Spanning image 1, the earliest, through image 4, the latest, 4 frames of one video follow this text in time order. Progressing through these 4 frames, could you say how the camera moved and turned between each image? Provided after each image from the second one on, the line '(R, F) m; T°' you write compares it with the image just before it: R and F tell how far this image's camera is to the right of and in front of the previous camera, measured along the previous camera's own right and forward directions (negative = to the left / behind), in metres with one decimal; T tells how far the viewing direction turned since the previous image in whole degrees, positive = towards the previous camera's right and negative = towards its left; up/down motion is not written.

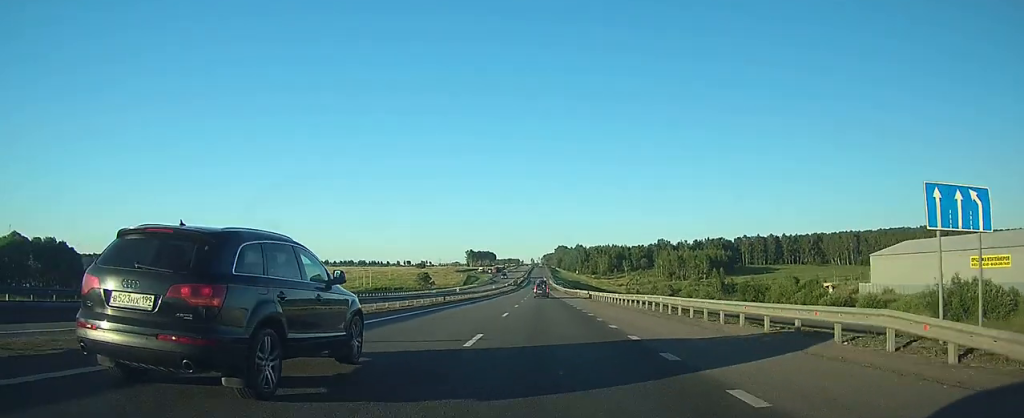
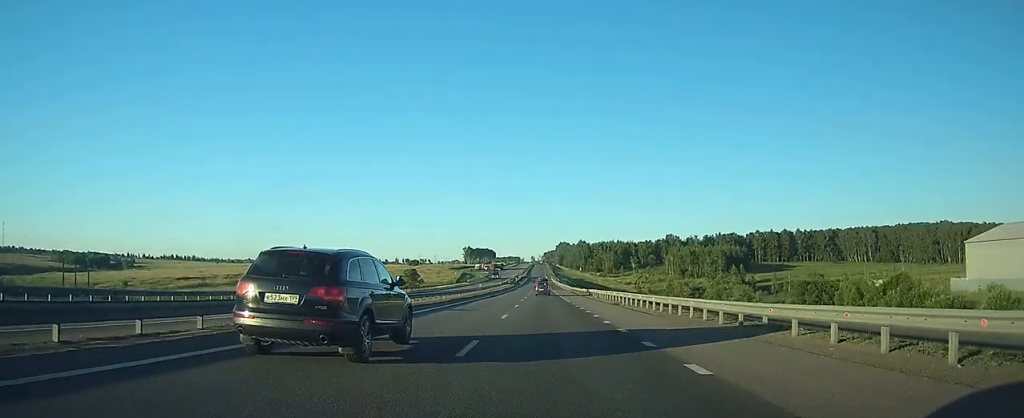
(0.0, +26.0) m; 0°
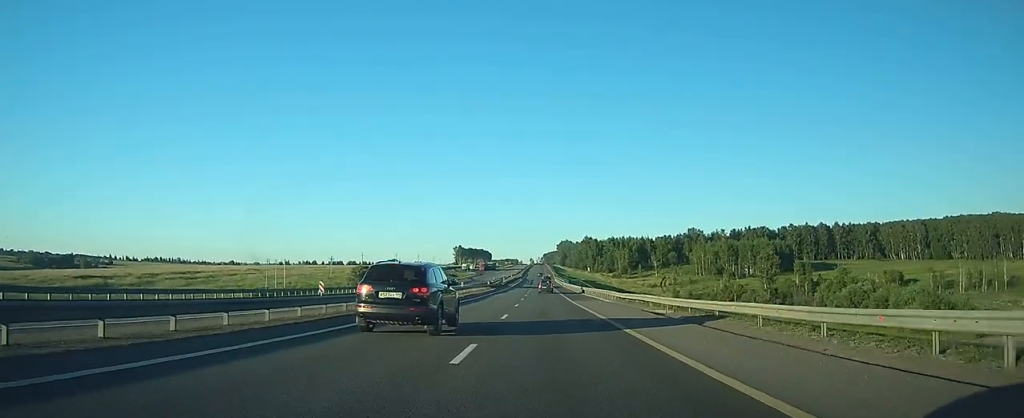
(+0.2, +60.6) m; +1°
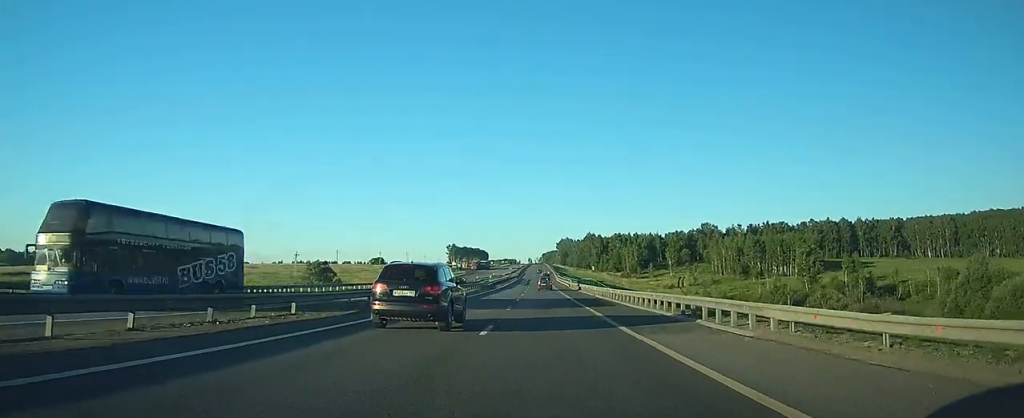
(+0.4, +30.3) m; +1°
